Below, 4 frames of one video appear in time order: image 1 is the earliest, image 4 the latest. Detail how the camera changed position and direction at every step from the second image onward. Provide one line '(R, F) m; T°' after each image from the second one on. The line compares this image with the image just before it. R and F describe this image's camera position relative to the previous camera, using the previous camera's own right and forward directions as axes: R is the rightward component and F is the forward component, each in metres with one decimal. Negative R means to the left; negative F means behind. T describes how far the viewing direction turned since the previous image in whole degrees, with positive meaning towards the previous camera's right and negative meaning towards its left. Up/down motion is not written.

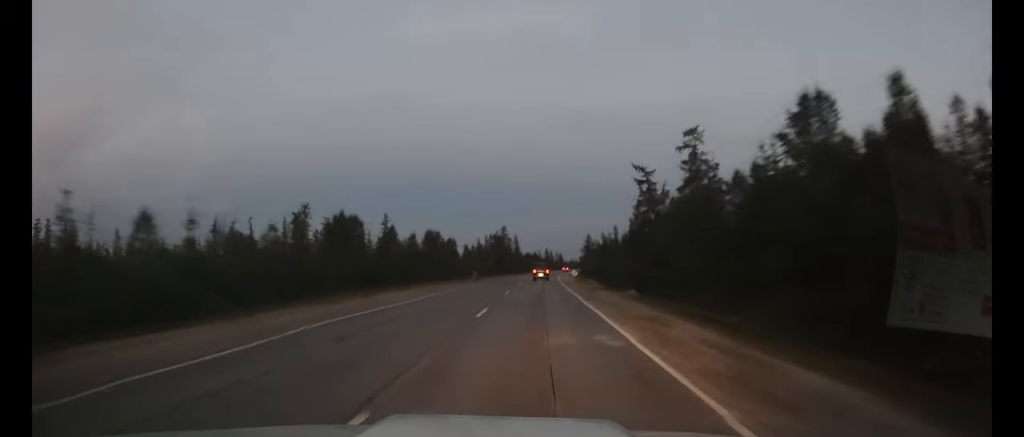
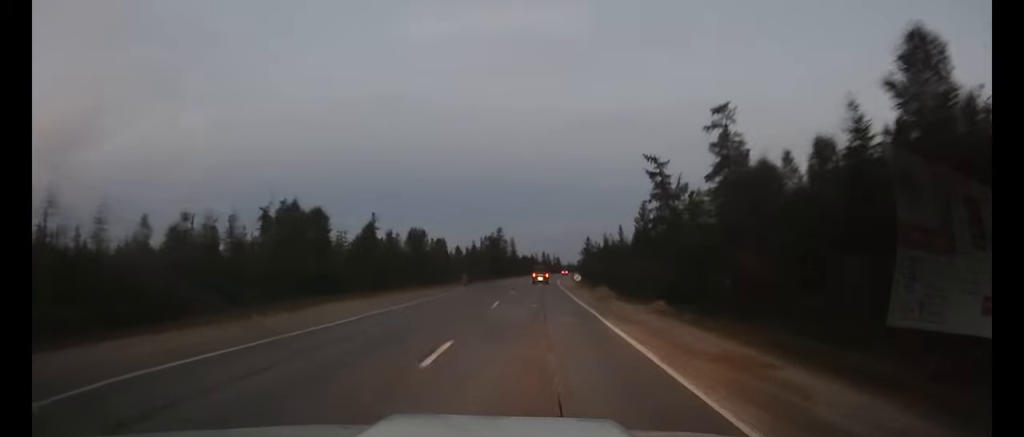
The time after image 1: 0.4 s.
(0.0, +7.7) m; 0°
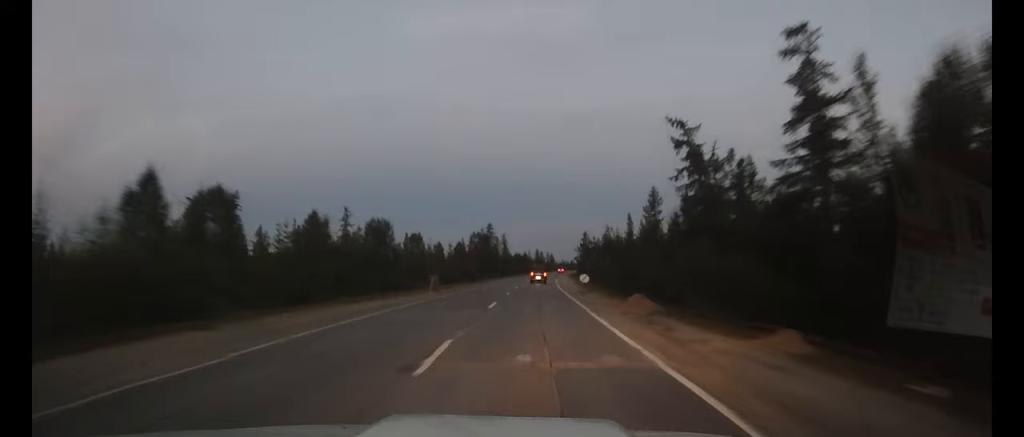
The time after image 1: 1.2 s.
(0.0, +13.0) m; +1°
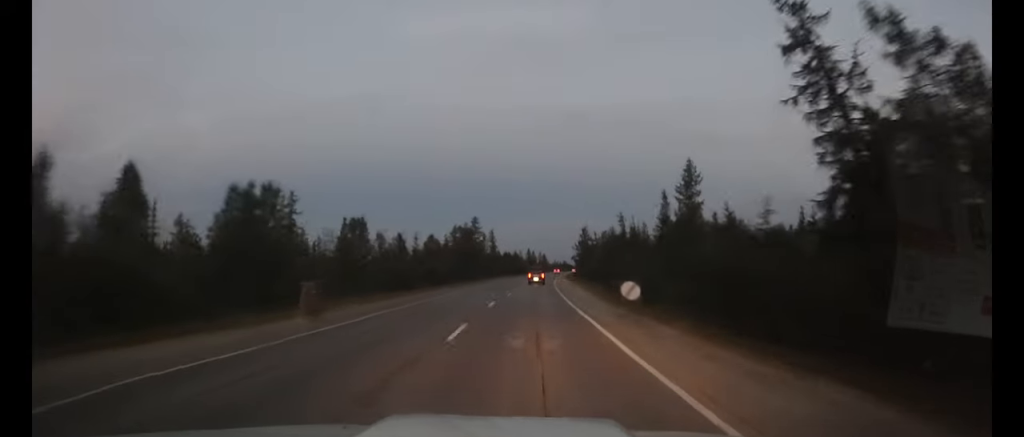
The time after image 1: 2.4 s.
(+0.2, +21.7) m; +1°
